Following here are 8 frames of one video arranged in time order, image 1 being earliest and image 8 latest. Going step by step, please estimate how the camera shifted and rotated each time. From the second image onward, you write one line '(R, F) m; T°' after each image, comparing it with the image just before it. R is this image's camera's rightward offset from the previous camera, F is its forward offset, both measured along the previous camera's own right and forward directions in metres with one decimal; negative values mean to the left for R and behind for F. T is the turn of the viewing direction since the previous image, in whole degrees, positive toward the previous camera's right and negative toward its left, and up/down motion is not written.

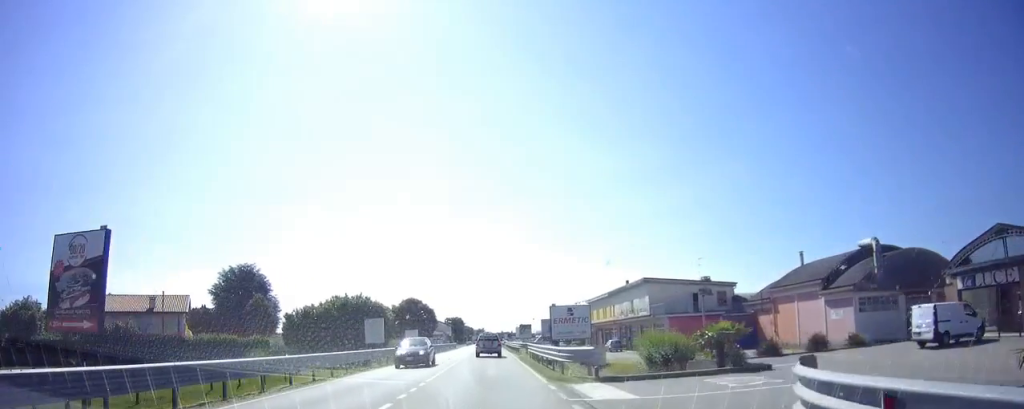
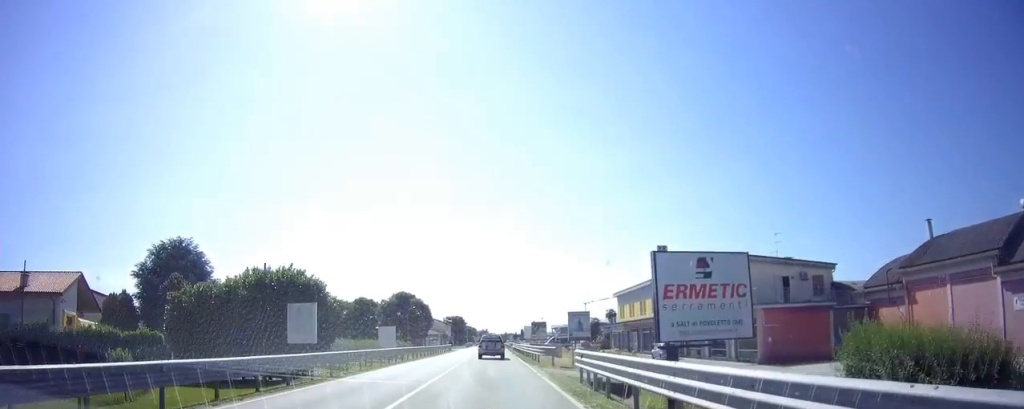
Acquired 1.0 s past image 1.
(-0.2, +17.7) m; -1°
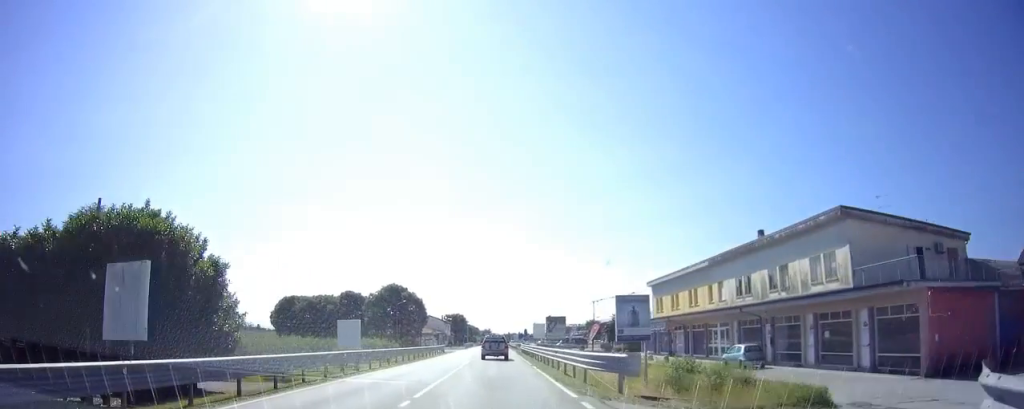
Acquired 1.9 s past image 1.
(-0.1, +14.6) m; 0°
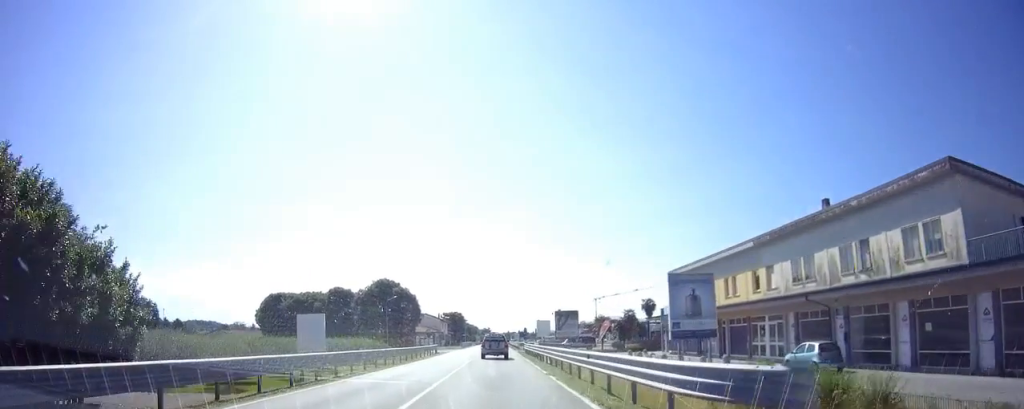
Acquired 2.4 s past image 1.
(0.0, +8.3) m; 0°
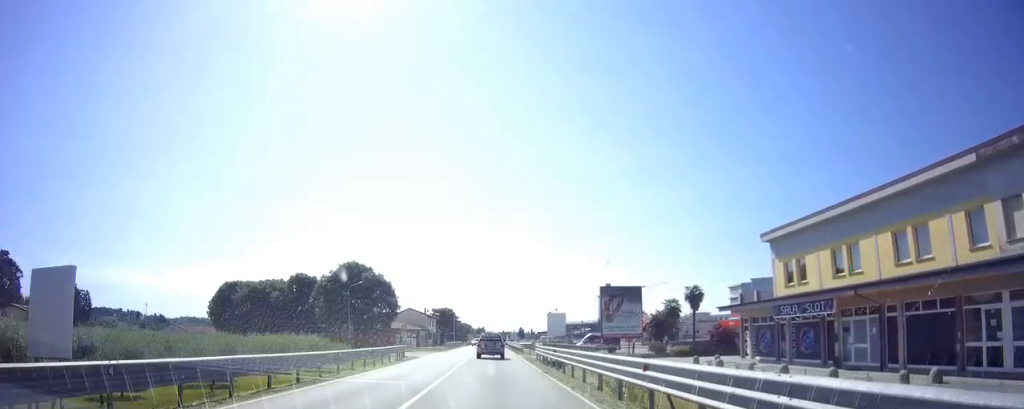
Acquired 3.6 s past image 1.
(+0.2, +19.6) m; +1°
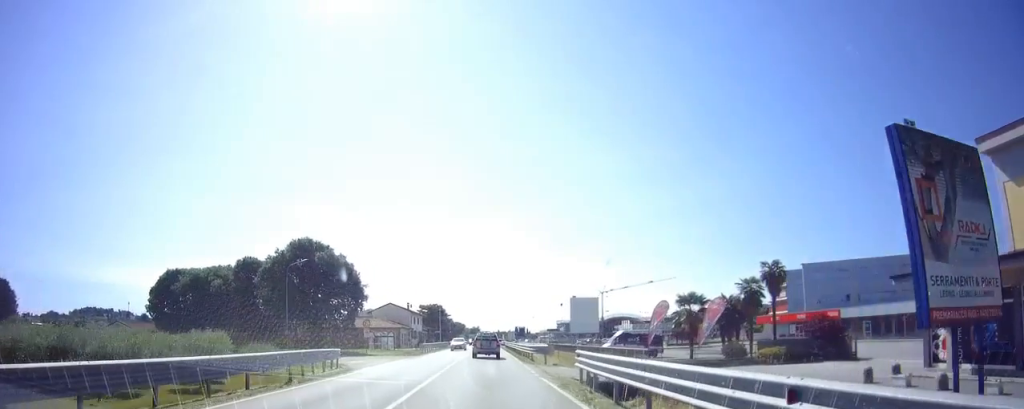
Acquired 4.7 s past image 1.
(0.0, +17.6) m; 0°
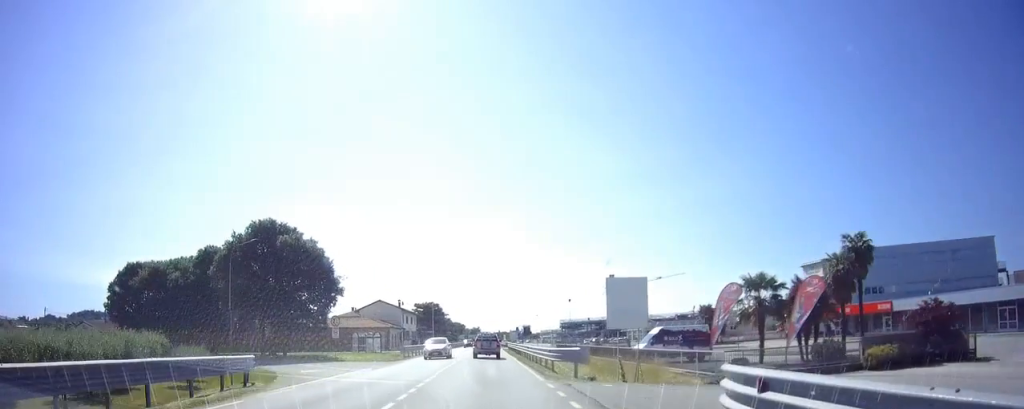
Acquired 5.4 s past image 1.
(0.0, +10.6) m; 0°
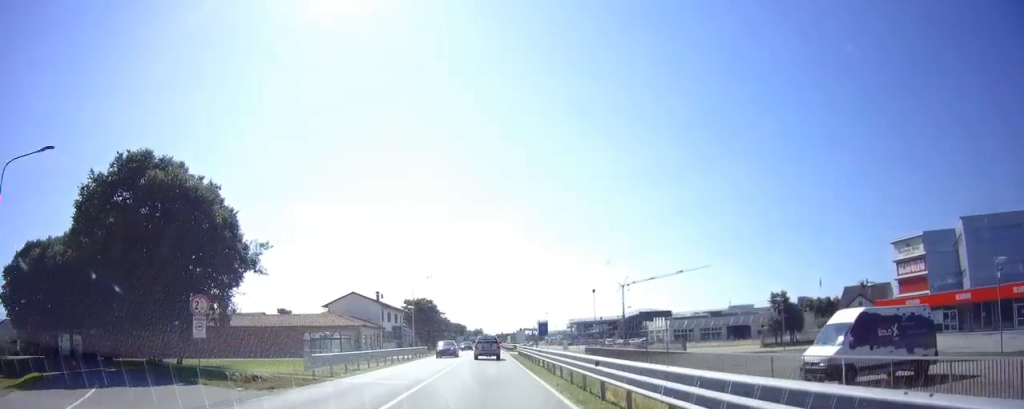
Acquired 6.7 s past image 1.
(-0.2, +21.3) m; -1°
